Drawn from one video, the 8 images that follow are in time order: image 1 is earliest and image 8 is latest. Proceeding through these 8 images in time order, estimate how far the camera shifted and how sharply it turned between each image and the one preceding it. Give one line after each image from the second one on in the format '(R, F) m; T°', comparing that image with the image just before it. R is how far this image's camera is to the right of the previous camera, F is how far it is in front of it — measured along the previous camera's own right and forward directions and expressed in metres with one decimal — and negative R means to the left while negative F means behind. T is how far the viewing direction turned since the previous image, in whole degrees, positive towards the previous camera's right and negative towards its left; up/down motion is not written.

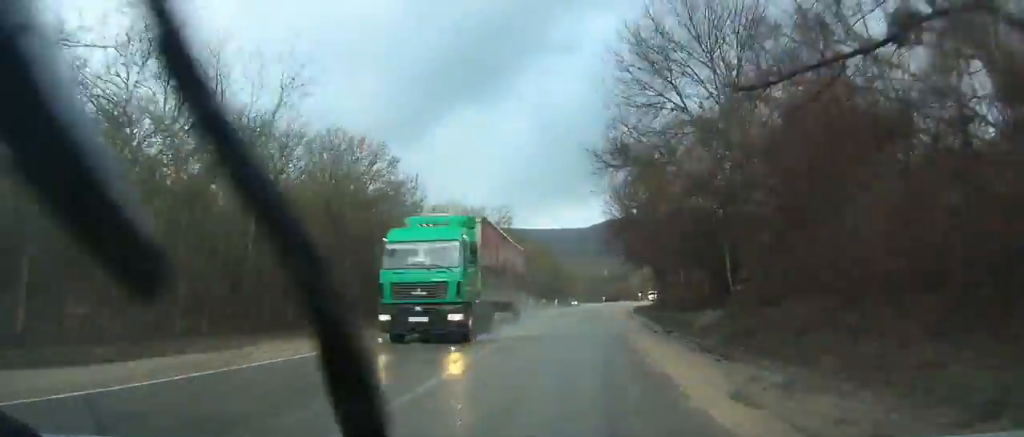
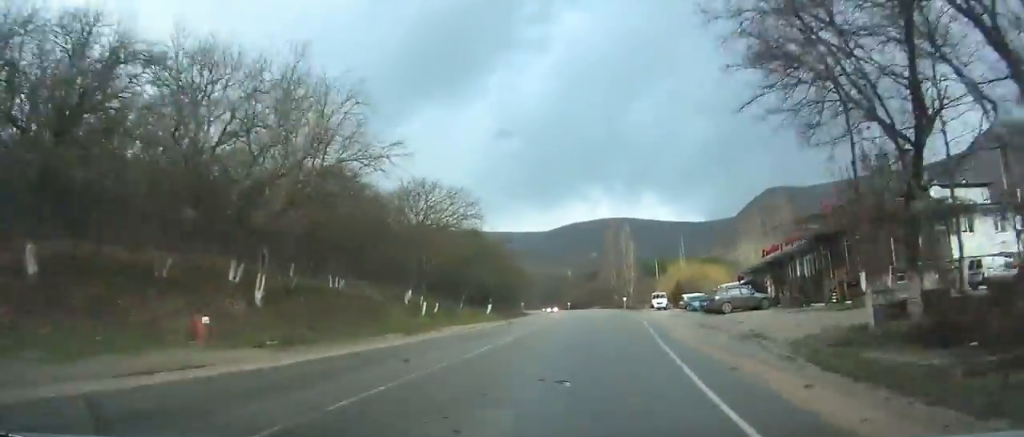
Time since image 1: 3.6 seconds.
(+1.7, +55.1) m; +3°
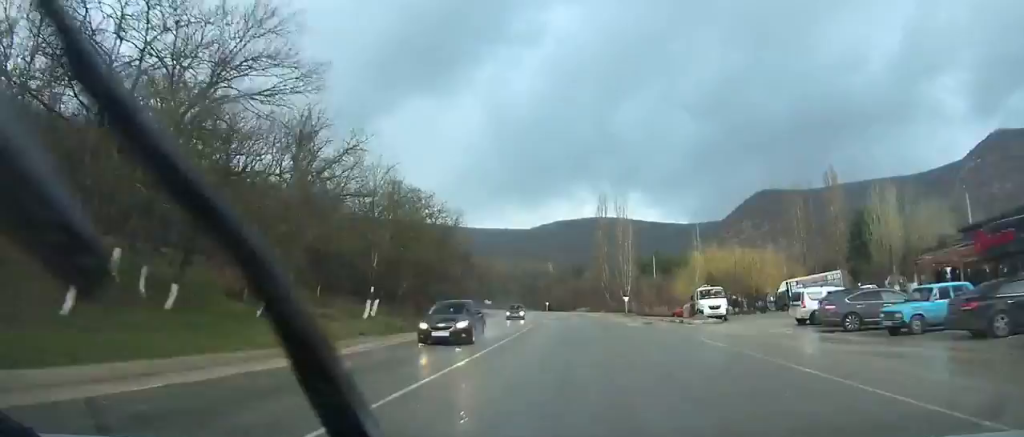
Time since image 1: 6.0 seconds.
(+0.6, +36.6) m; 0°
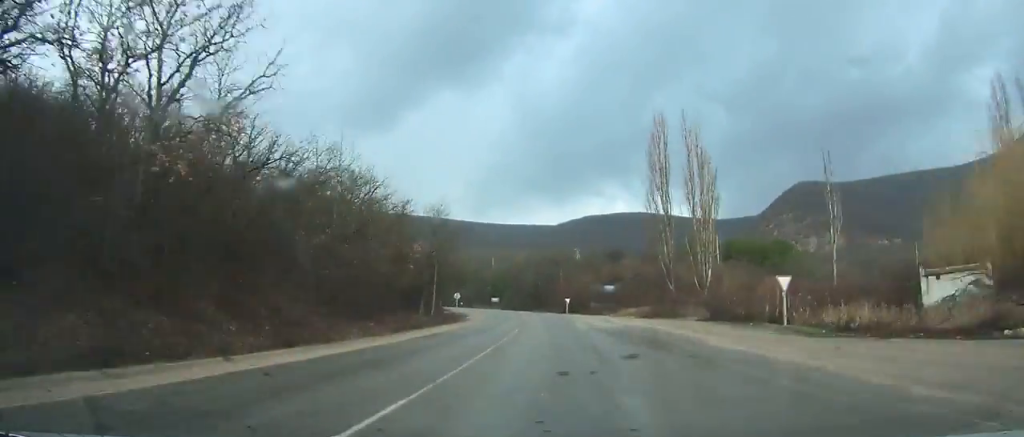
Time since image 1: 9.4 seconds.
(-0.5, +52.1) m; -4°
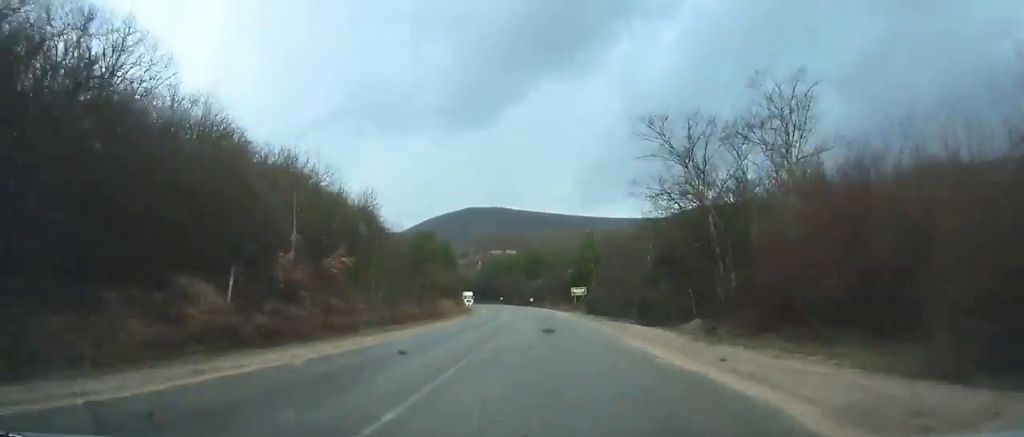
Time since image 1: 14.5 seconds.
(-7.9, +80.4) m; -11°
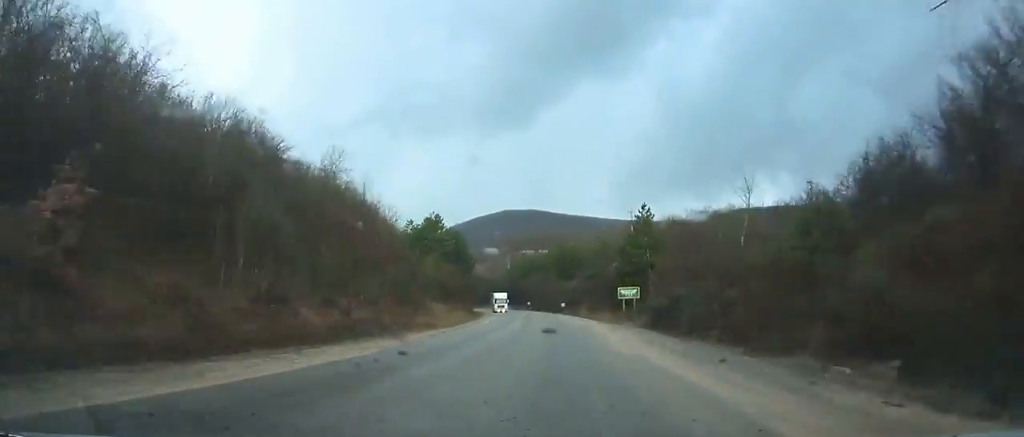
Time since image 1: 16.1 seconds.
(-0.6, +26.3) m; -3°
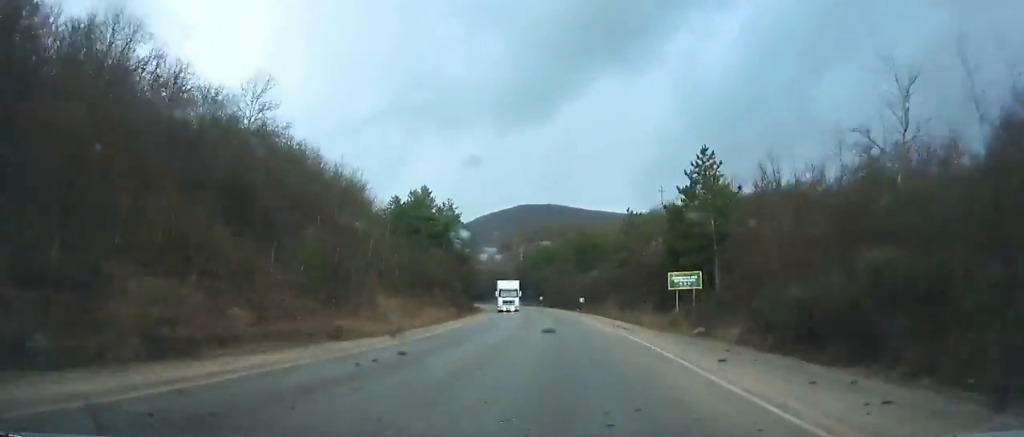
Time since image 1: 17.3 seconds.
(-0.5, +20.4) m; -2°
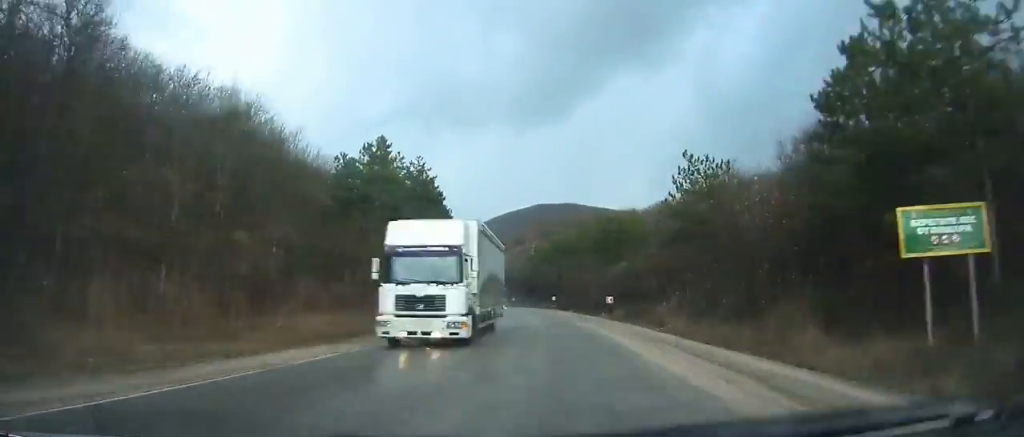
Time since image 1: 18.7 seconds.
(+0.1, +23.9) m; -2°
